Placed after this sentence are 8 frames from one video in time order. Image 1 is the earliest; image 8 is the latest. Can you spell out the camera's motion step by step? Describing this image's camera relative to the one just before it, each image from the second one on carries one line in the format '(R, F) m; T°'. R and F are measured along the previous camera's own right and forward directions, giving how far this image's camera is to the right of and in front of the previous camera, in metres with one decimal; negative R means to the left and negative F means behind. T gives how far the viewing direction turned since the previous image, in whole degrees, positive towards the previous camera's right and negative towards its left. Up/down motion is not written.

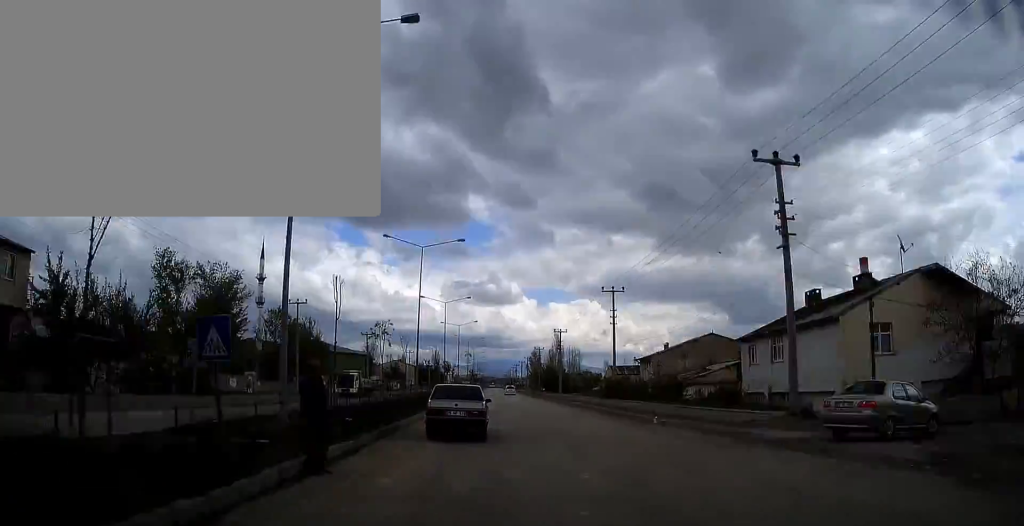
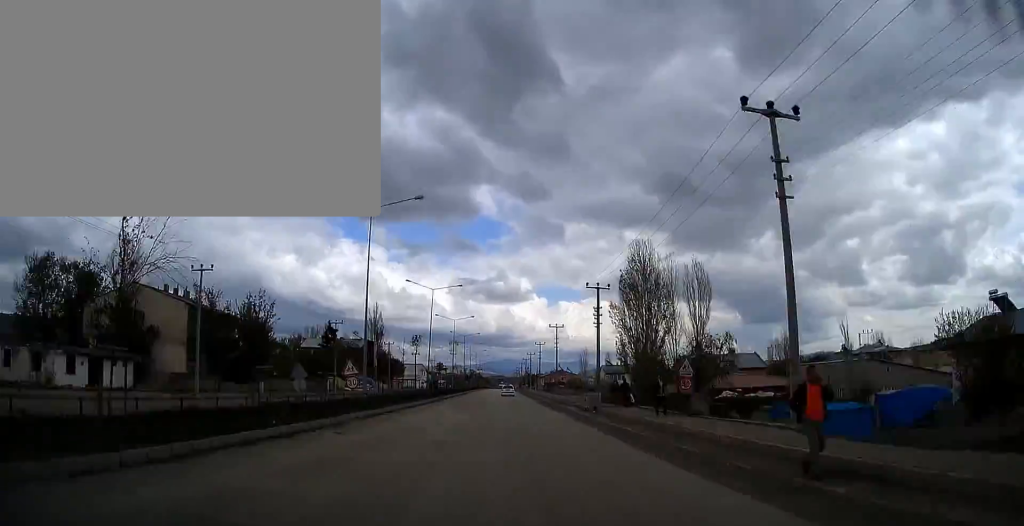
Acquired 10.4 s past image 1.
(-2.1, +174.1) m; -2°
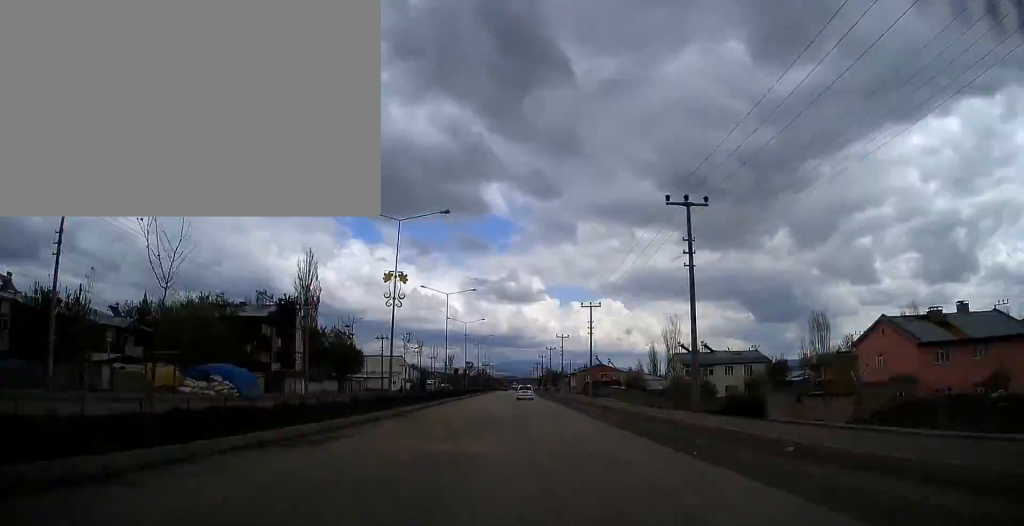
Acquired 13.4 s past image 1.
(-0.5, +59.6) m; 0°
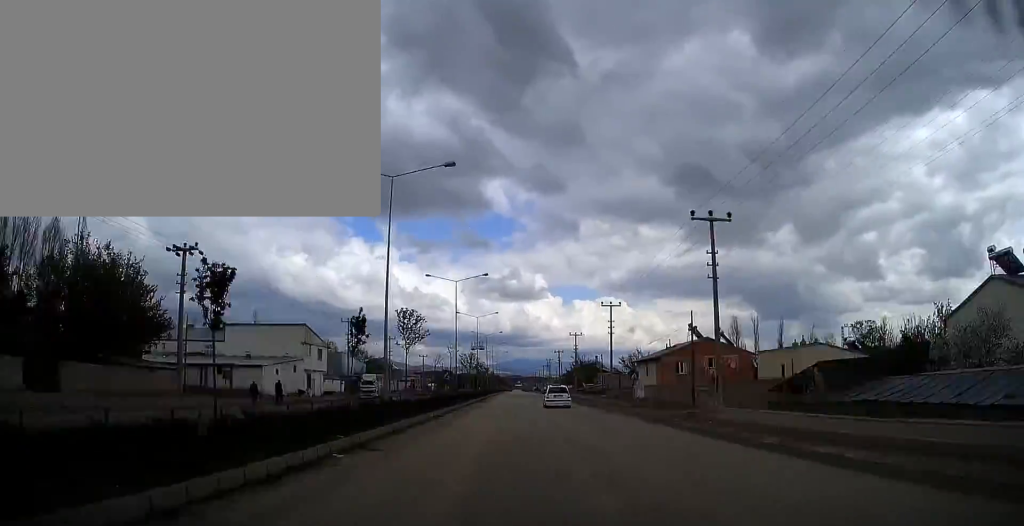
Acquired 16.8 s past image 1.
(-0.2, +69.7) m; 0°
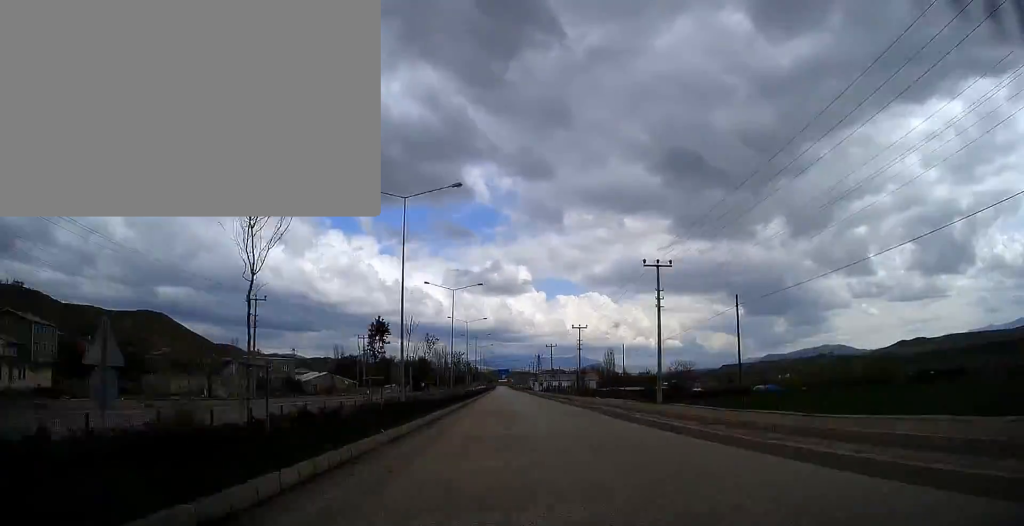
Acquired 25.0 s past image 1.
(+1.3, +180.4) m; 0°
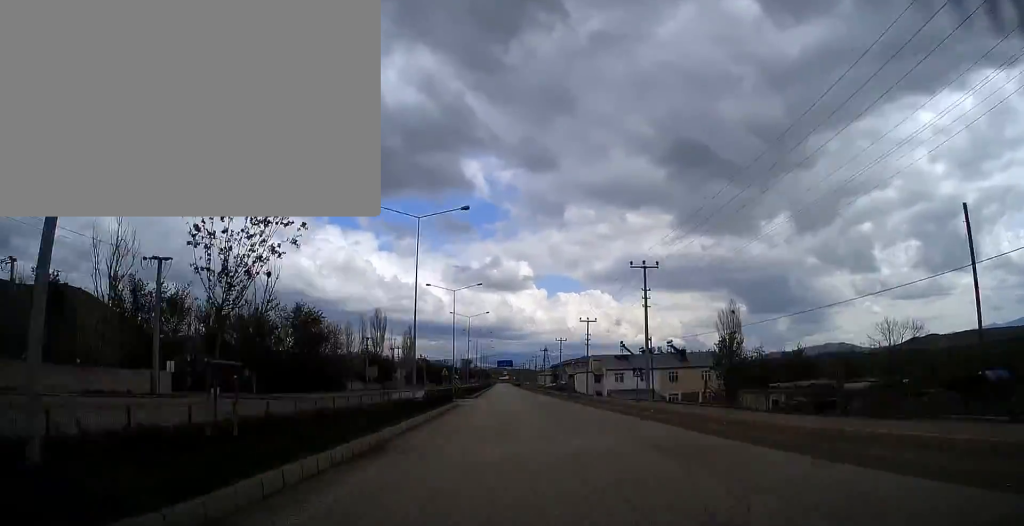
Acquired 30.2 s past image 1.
(+0.1, +117.0) m; 0°
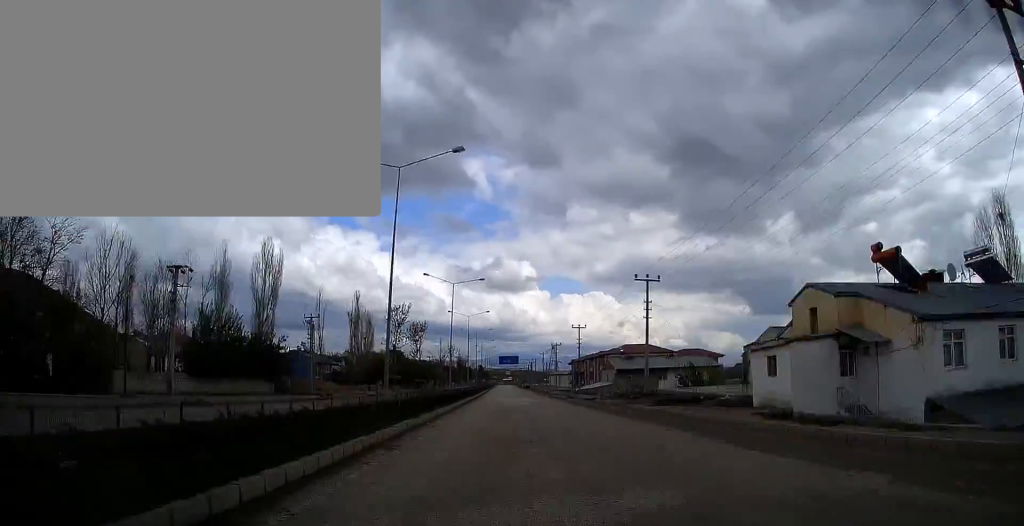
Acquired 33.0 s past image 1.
(0.0, +63.0) m; 0°
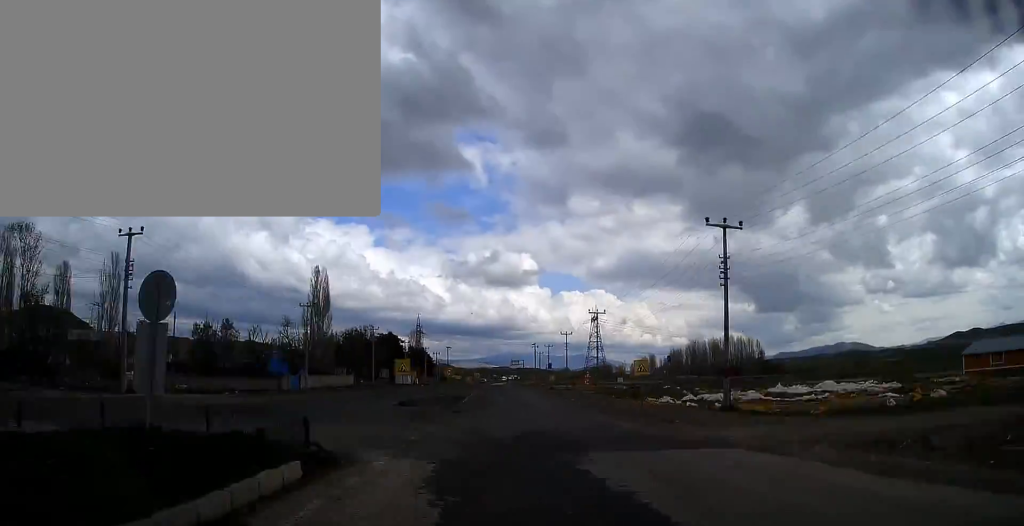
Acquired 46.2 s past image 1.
(-0.6, +265.2) m; -1°
